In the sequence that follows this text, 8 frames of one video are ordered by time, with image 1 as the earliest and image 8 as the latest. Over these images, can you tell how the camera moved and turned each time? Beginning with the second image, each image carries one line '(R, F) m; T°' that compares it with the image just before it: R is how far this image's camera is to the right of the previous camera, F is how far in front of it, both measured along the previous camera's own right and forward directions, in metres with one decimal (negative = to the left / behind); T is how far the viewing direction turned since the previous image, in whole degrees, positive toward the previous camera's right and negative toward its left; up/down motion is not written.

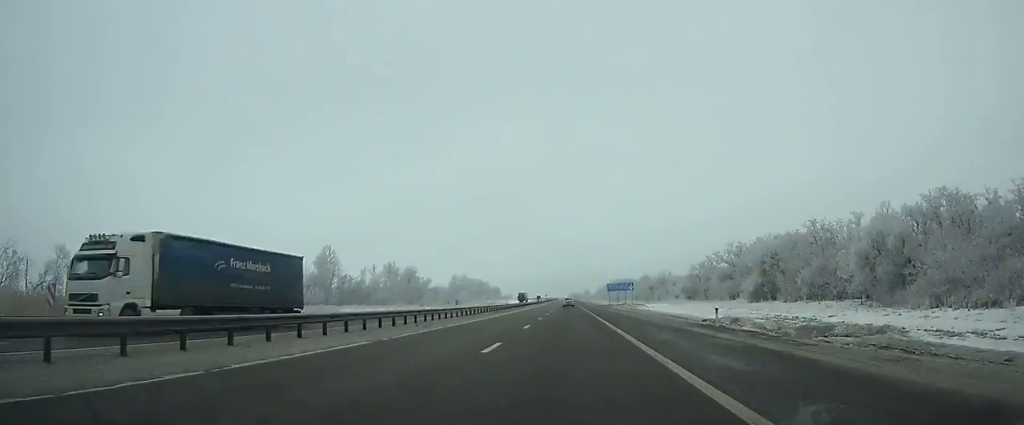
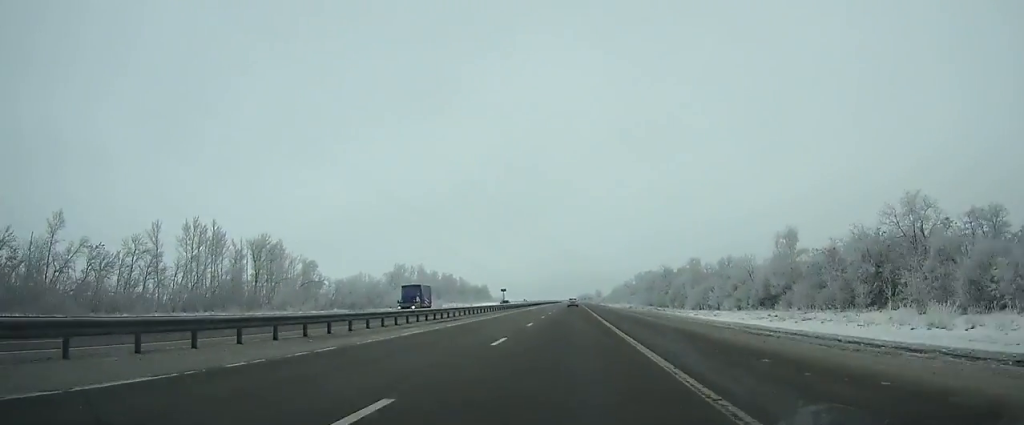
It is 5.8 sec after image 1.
(-1.2, +161.7) m; -1°
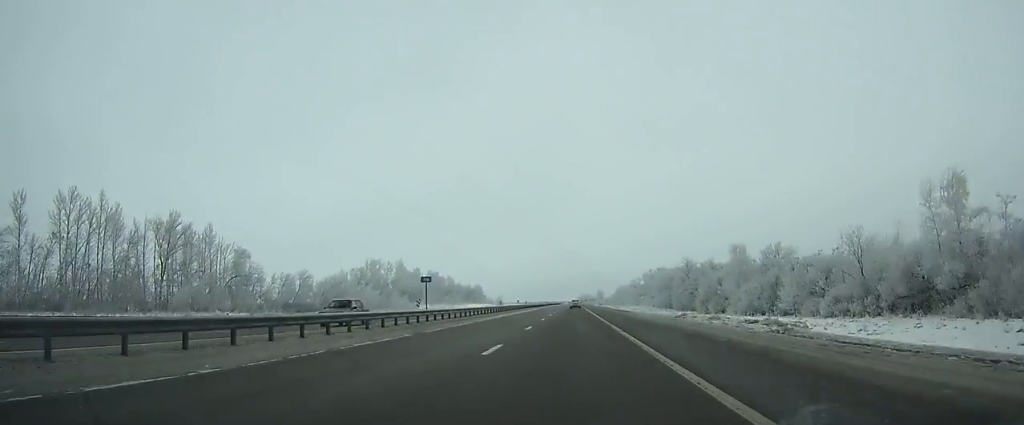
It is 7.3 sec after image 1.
(0.0, +39.3) m; 0°
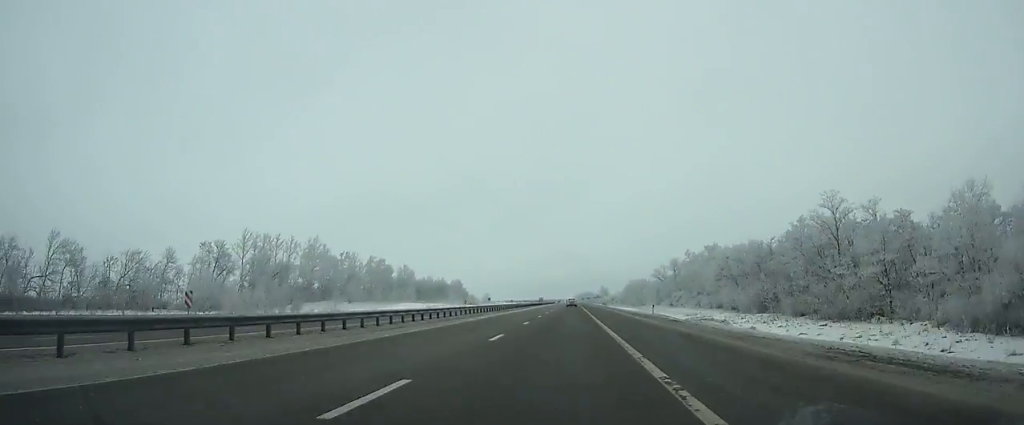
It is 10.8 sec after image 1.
(-0.1, +94.3) m; 0°
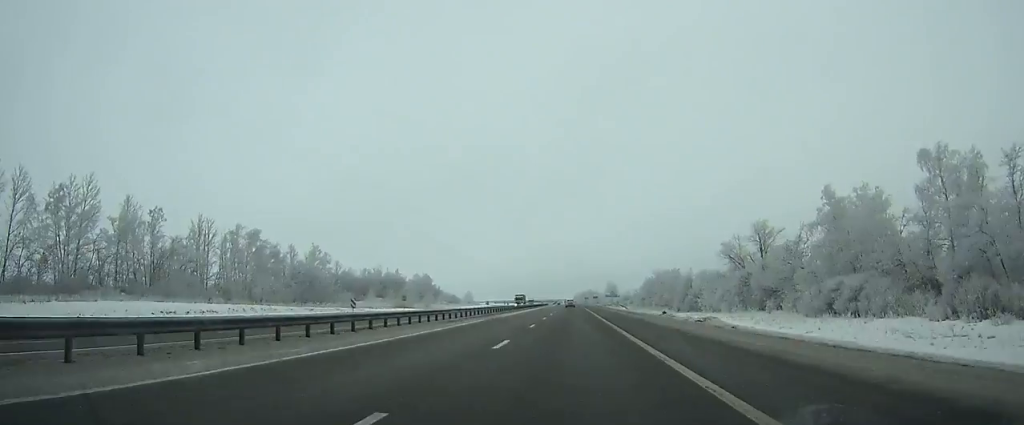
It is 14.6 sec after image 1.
(0.0, +103.3) m; 0°
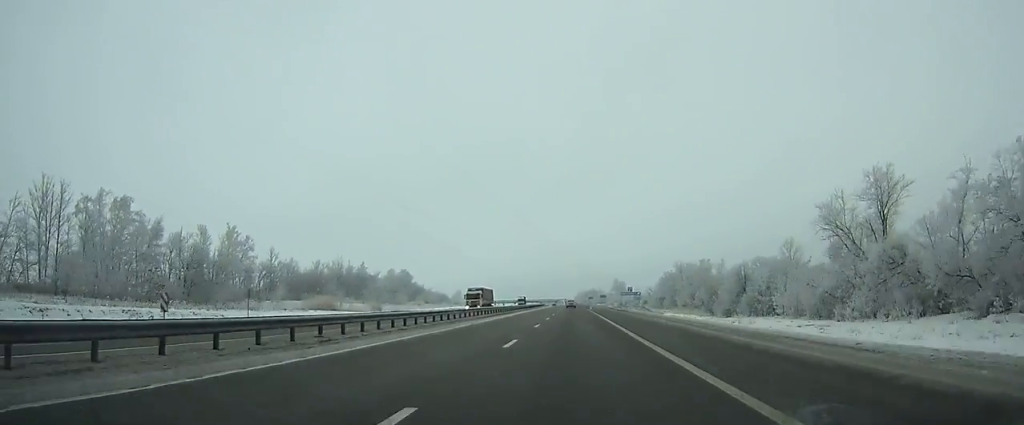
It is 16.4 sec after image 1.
(-0.1, +48.7) m; 0°
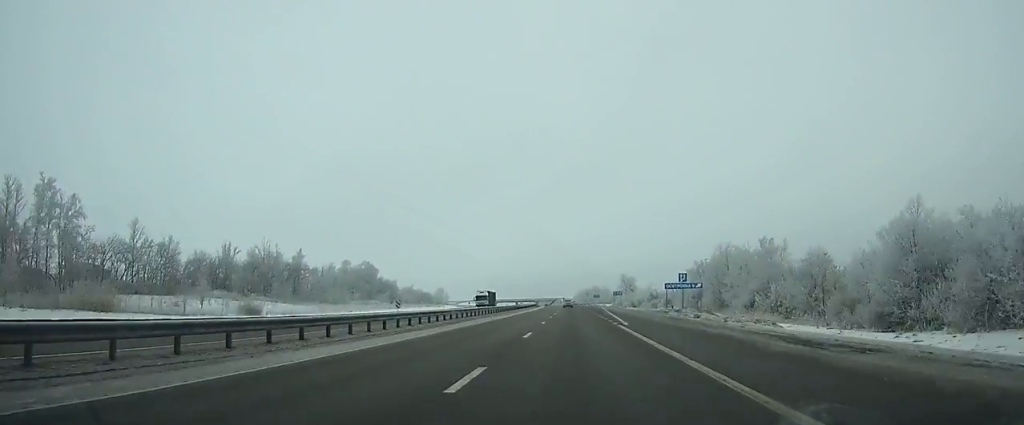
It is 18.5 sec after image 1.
(0.0, +56.5) m; 0°
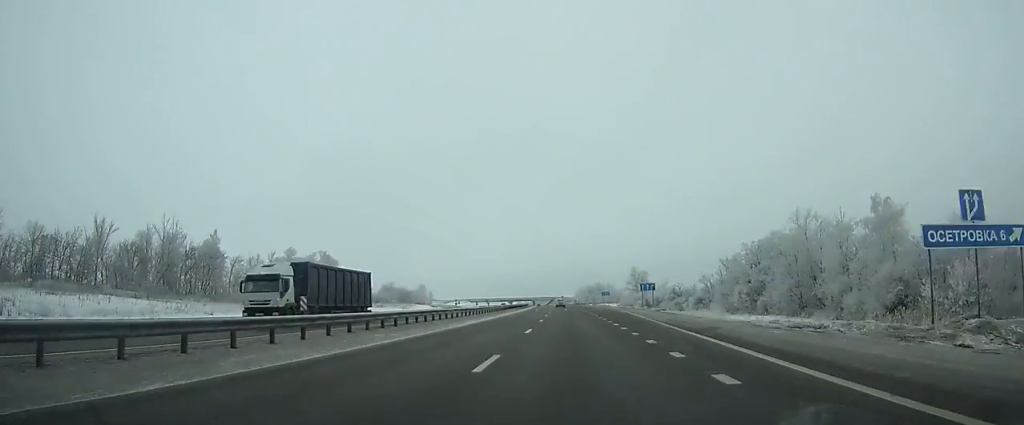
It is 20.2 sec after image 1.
(+0.1, +45.7) m; 0°
